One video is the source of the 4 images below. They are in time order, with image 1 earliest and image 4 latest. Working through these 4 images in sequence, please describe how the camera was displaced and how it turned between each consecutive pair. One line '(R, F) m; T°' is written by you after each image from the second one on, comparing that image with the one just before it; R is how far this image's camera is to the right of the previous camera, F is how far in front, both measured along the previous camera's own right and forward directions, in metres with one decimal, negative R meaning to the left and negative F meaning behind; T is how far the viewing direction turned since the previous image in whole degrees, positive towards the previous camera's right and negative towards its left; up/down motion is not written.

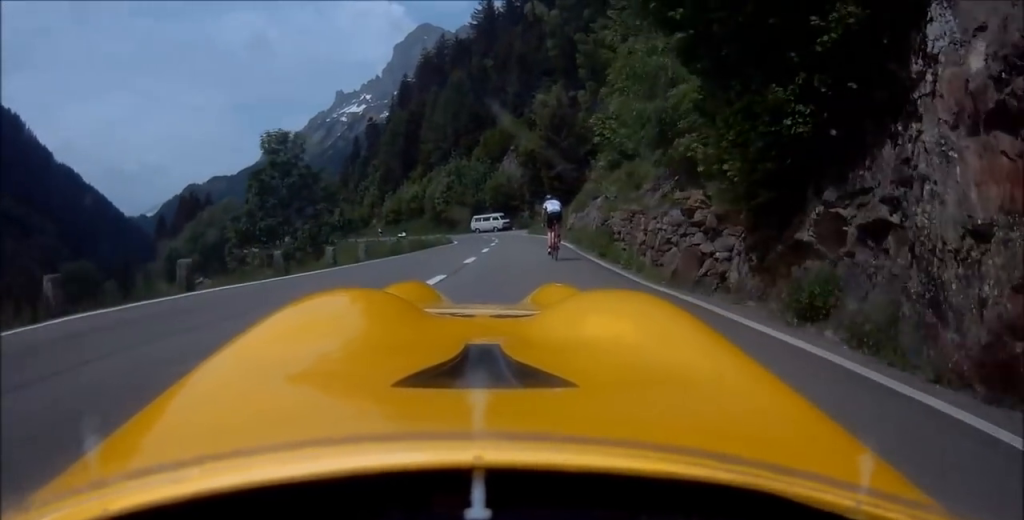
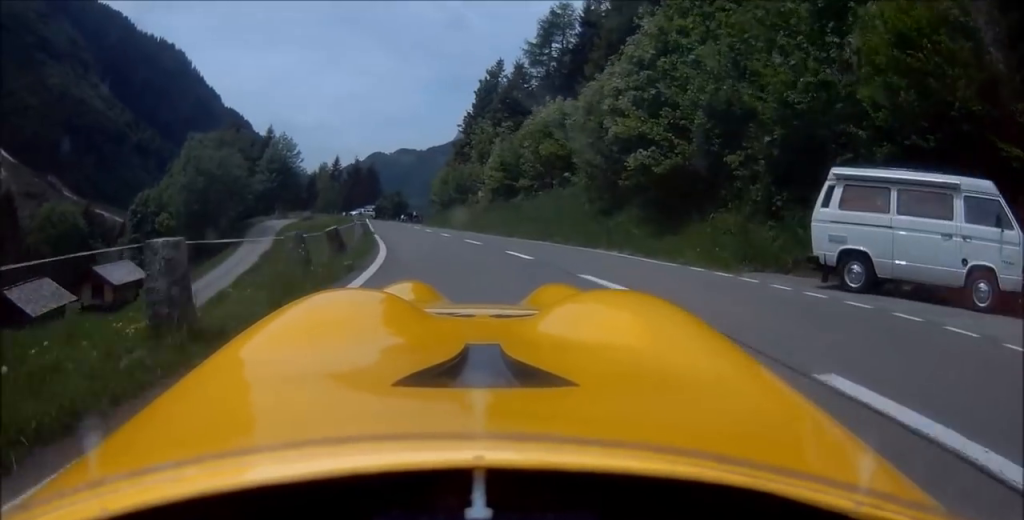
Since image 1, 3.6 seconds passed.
(-5.0, +59.3) m; -11°
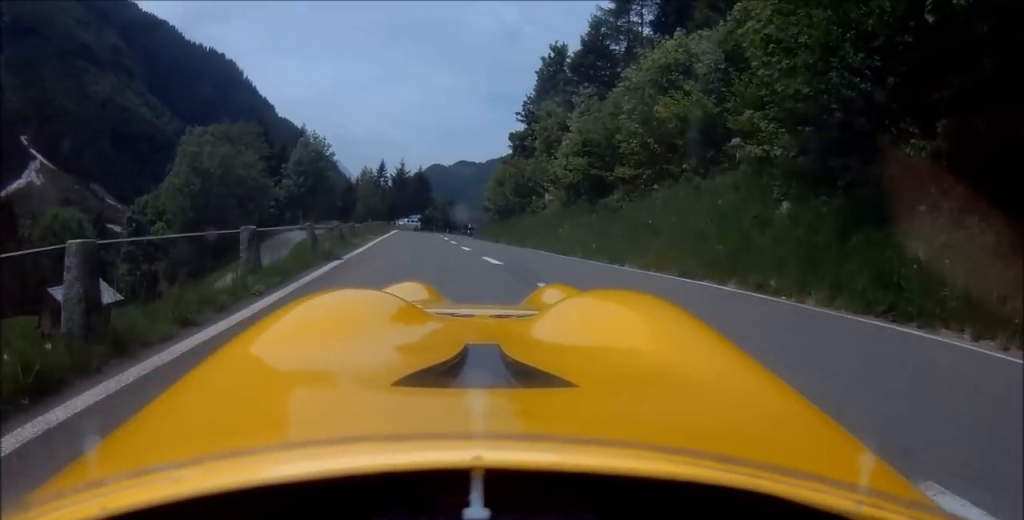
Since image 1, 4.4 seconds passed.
(-0.2, +13.1) m; -1°
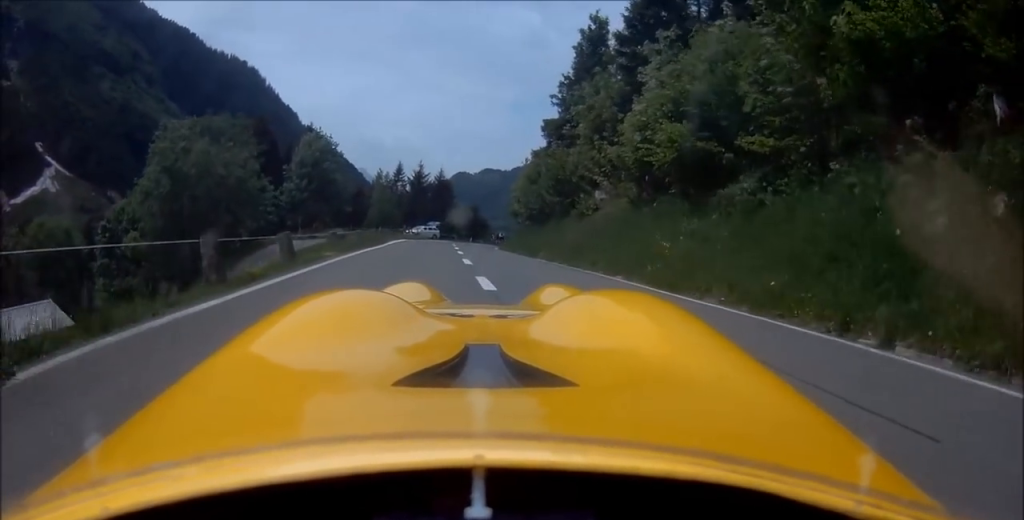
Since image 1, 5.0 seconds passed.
(0.0, +9.4) m; 0°
